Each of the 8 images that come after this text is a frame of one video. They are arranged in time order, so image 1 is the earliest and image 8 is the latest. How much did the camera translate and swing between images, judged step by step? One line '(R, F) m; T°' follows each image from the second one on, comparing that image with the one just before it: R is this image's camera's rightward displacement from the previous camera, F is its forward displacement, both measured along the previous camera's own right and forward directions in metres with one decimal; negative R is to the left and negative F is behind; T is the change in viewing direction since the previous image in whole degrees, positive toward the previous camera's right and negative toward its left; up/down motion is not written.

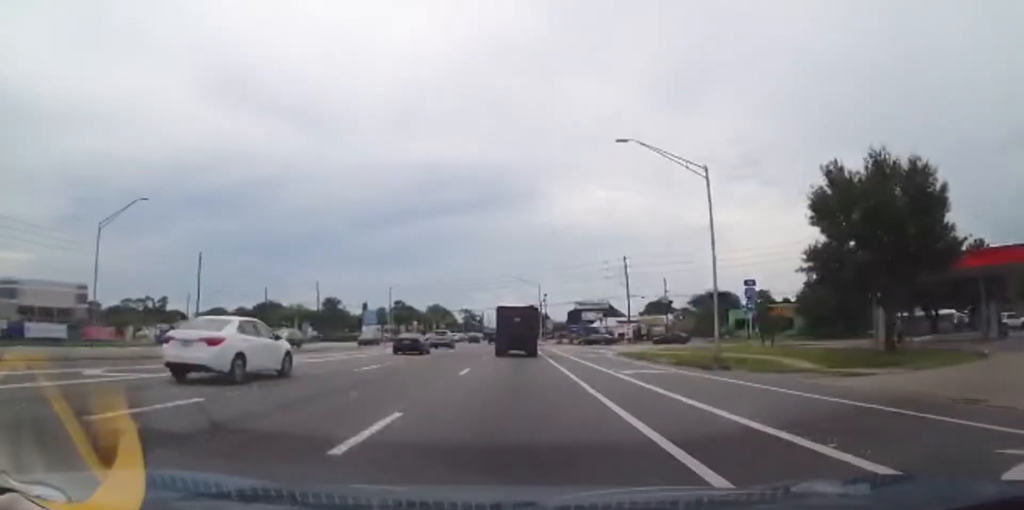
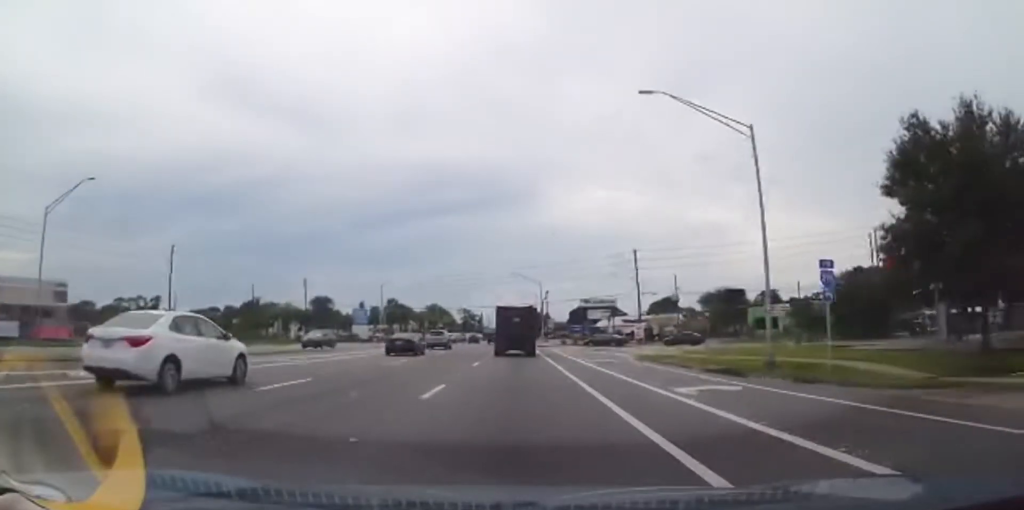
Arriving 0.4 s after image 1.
(+0.2, +6.9) m; +1°
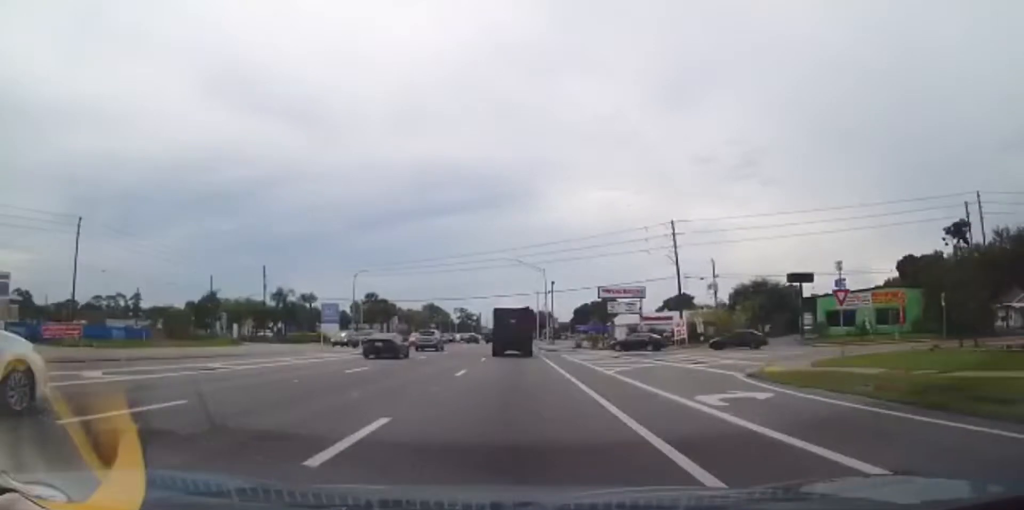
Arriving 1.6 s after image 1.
(+0.3, +18.0) m; 0°
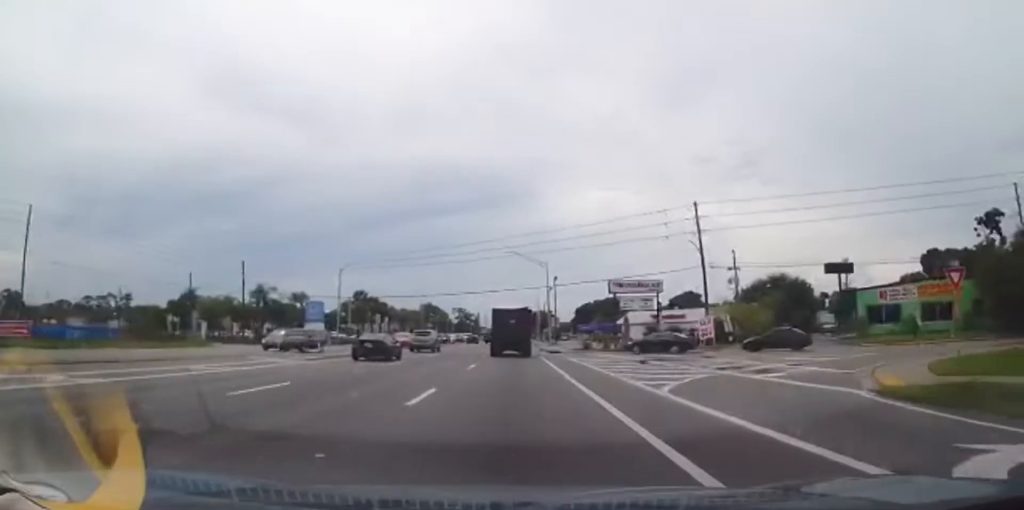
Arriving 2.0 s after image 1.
(-0.1, +7.4) m; -1°
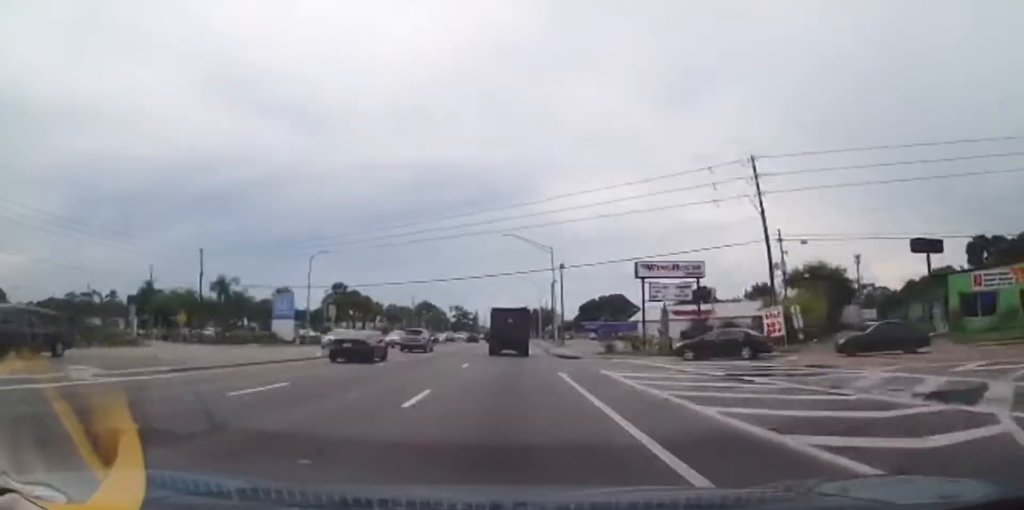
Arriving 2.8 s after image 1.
(0.0, +12.3) m; 0°
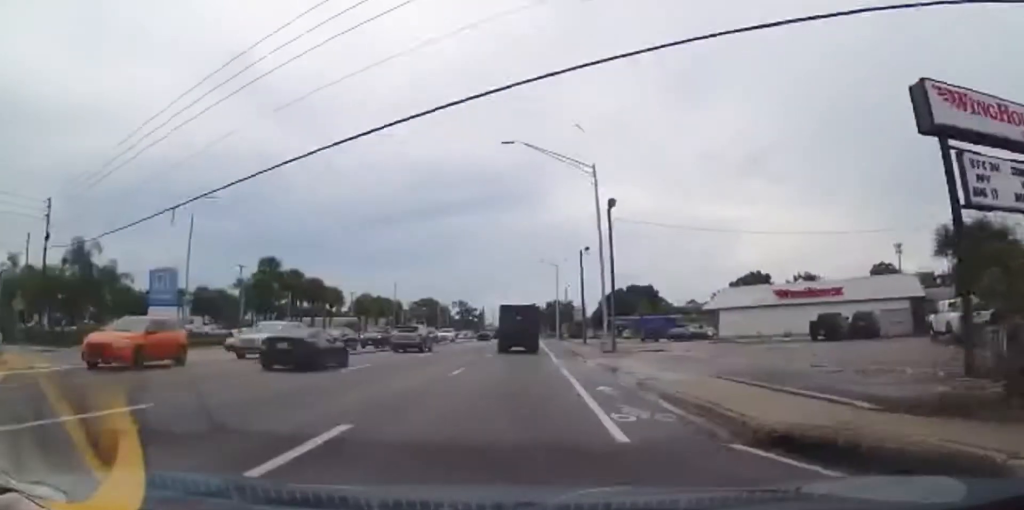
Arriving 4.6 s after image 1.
(-0.1, +29.9) m; -1°
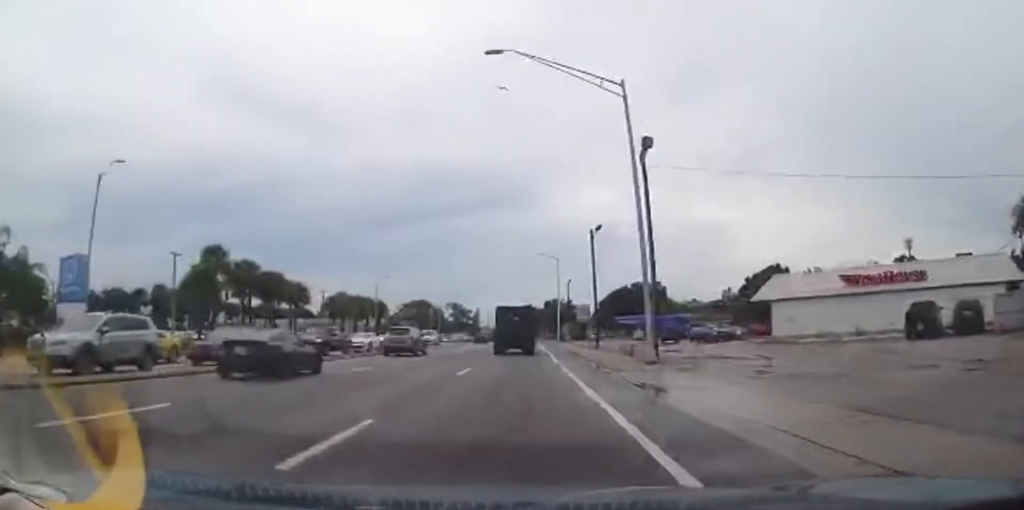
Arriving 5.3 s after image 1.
(0.0, +11.4) m; 0°
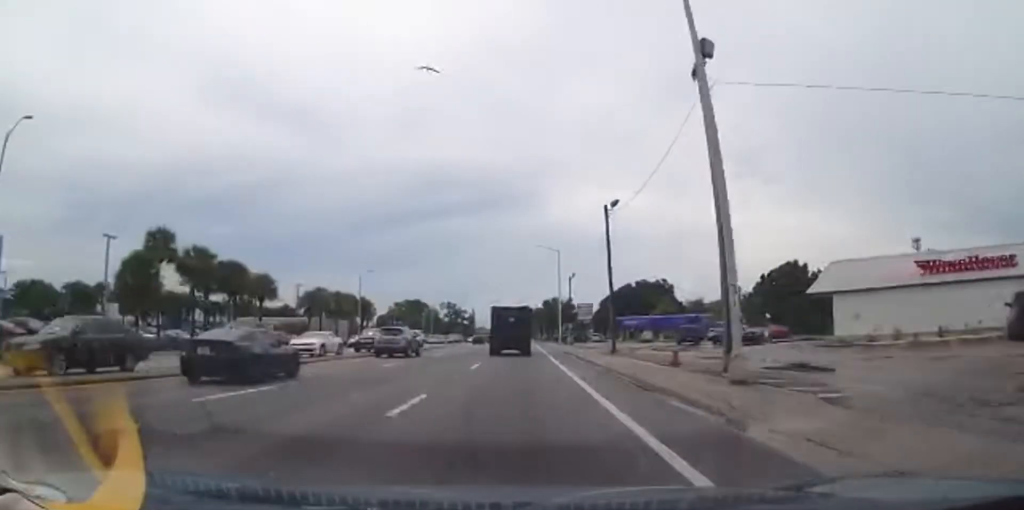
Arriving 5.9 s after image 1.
(-0.1, +8.6) m; +1°
